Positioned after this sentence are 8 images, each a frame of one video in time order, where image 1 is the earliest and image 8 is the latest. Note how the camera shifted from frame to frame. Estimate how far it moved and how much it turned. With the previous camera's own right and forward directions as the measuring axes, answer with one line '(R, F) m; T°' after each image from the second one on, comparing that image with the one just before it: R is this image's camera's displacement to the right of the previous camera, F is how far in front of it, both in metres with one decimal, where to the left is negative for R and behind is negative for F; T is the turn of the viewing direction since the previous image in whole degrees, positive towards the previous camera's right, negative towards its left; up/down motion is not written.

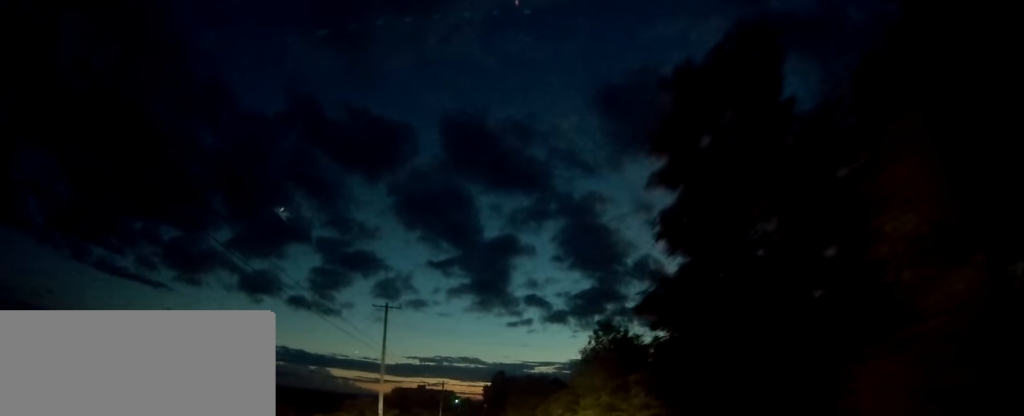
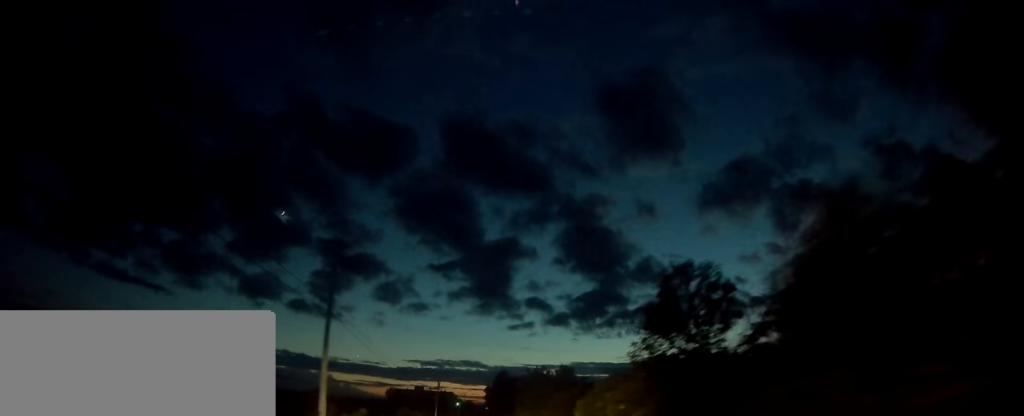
(0.0, +18.2) m; 0°
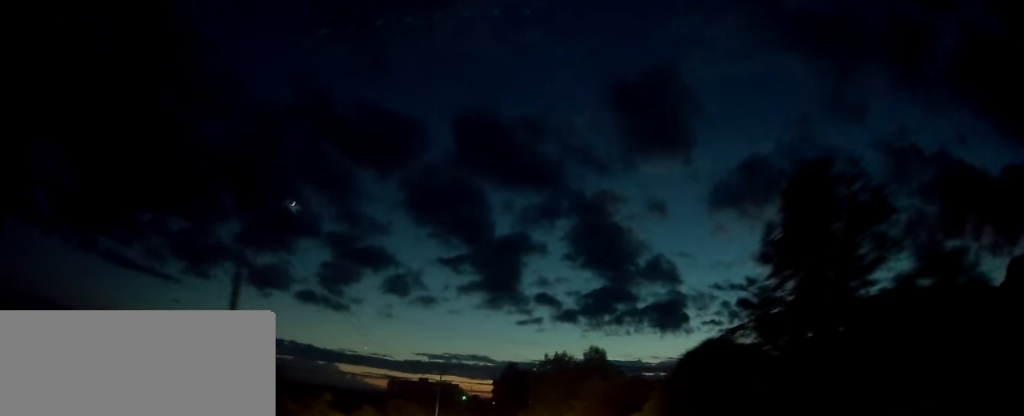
(0.0, +12.4) m; 0°
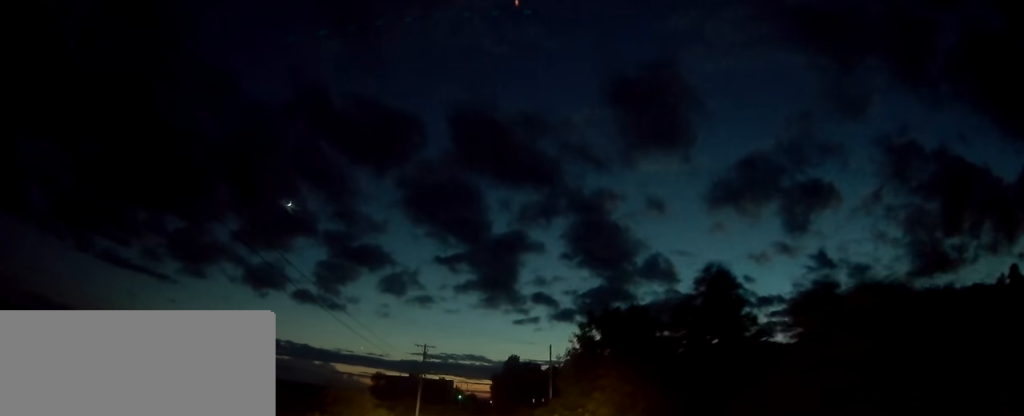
(-0.1, +26.6) m; 0°
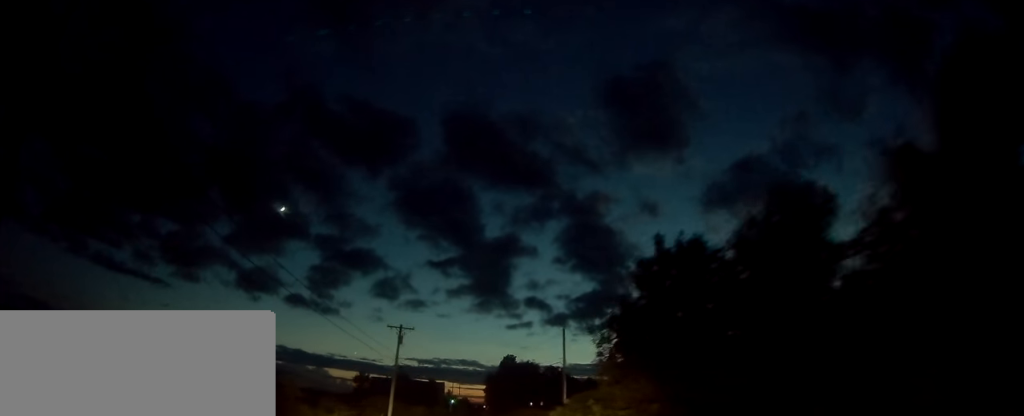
(0.0, +16.3) m; 0°
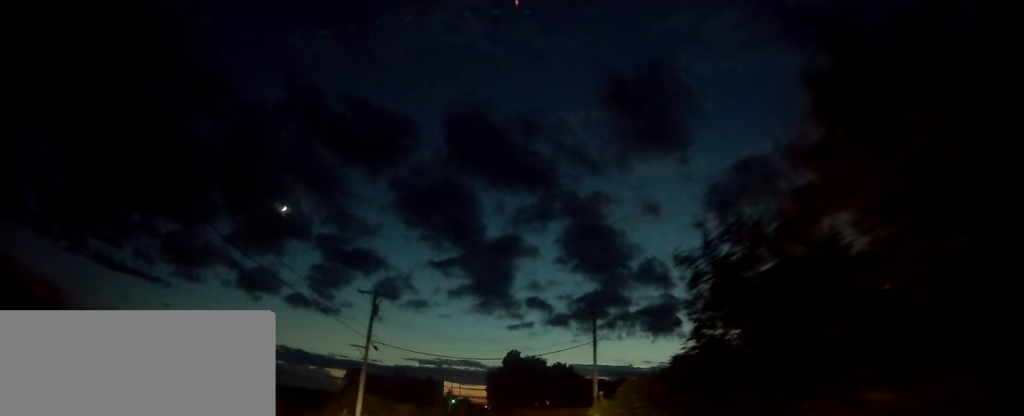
(0.0, +13.7) m; 0°
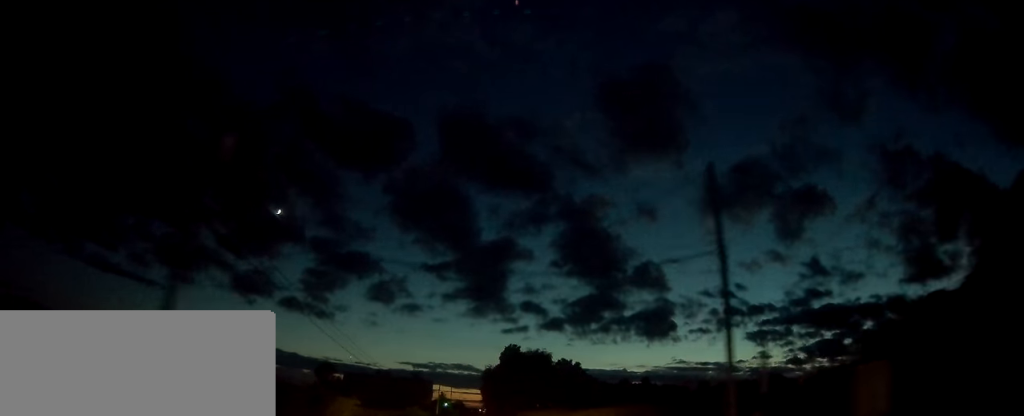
(0.0, +23.4) m; 0°
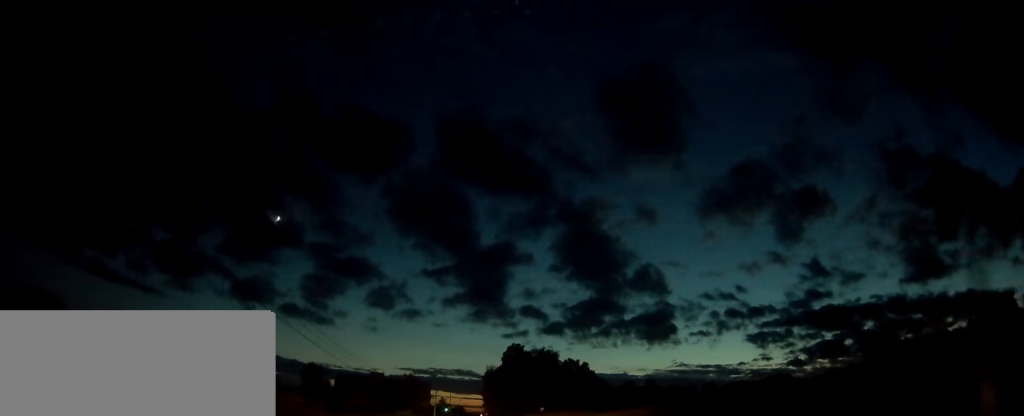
(0.0, +11.7) m; 0°
